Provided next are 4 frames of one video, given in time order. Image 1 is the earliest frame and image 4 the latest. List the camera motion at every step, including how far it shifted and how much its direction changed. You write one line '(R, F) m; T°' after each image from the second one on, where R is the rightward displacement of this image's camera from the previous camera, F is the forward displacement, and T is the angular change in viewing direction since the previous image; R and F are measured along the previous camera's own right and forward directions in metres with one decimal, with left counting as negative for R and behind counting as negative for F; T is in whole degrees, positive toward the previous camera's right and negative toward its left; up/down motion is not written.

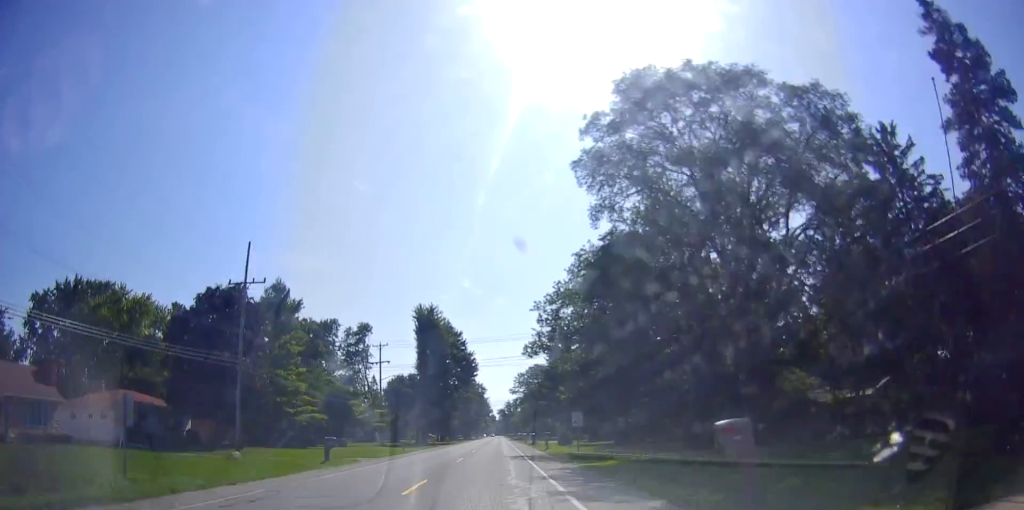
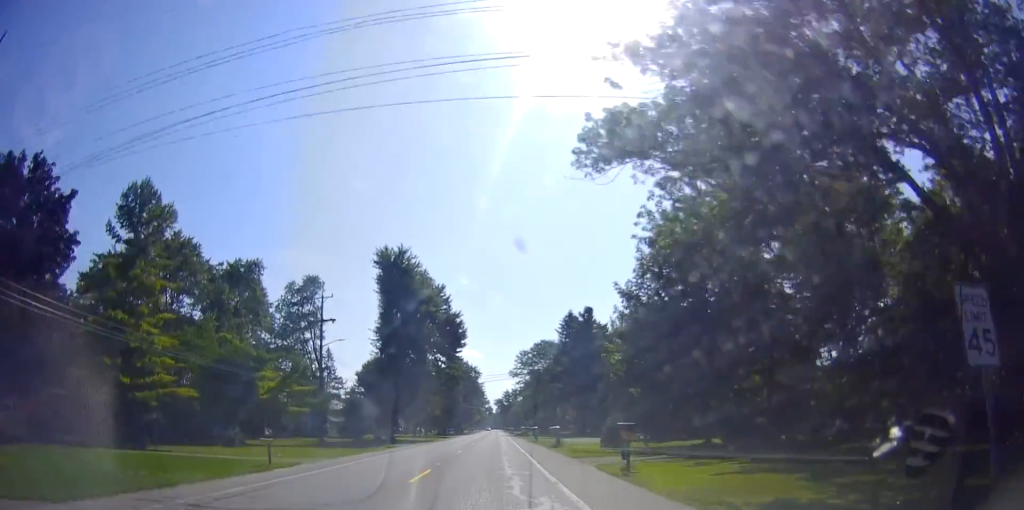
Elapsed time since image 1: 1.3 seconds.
(-0.1, +28.8) m; 0°
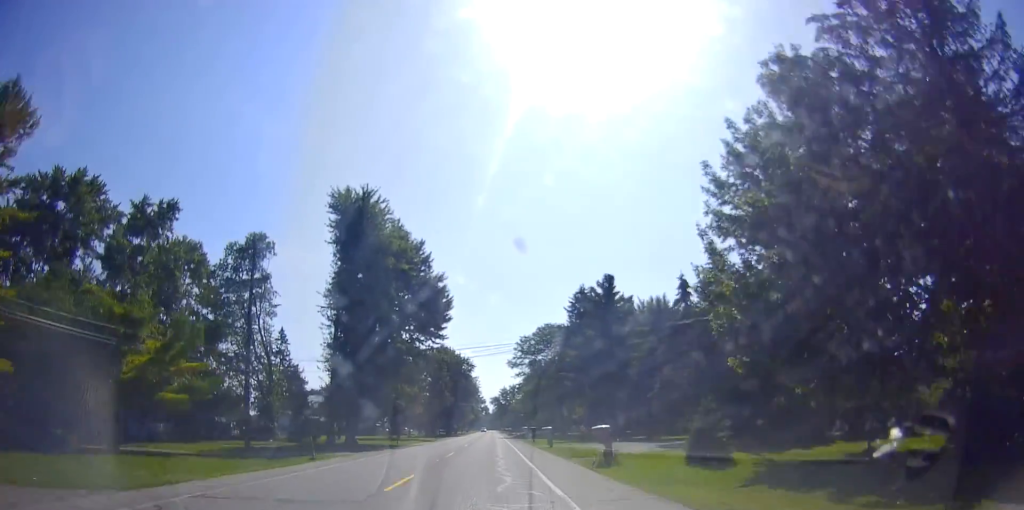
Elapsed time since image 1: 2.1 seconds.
(0.0, +17.3) m; 0°
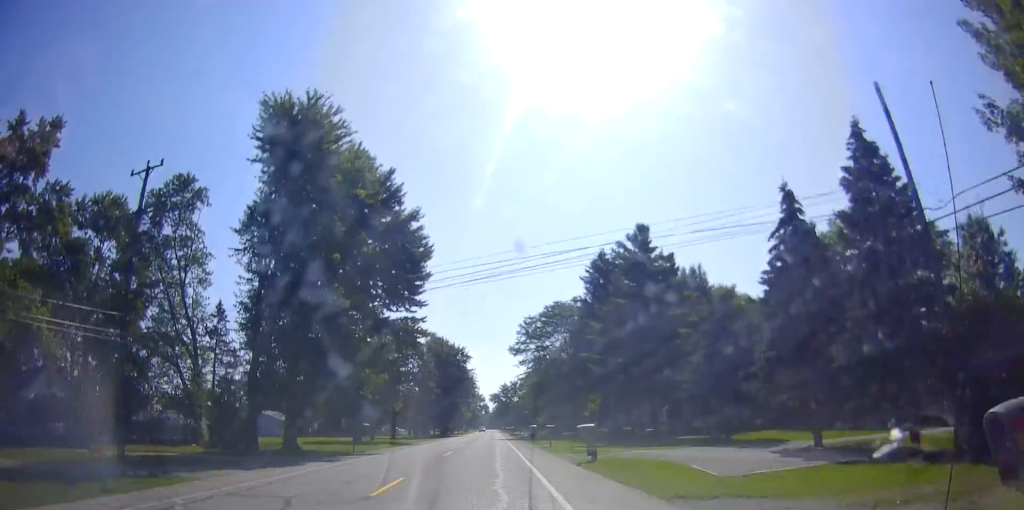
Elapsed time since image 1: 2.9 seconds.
(+0.1, +15.8) m; 0°
